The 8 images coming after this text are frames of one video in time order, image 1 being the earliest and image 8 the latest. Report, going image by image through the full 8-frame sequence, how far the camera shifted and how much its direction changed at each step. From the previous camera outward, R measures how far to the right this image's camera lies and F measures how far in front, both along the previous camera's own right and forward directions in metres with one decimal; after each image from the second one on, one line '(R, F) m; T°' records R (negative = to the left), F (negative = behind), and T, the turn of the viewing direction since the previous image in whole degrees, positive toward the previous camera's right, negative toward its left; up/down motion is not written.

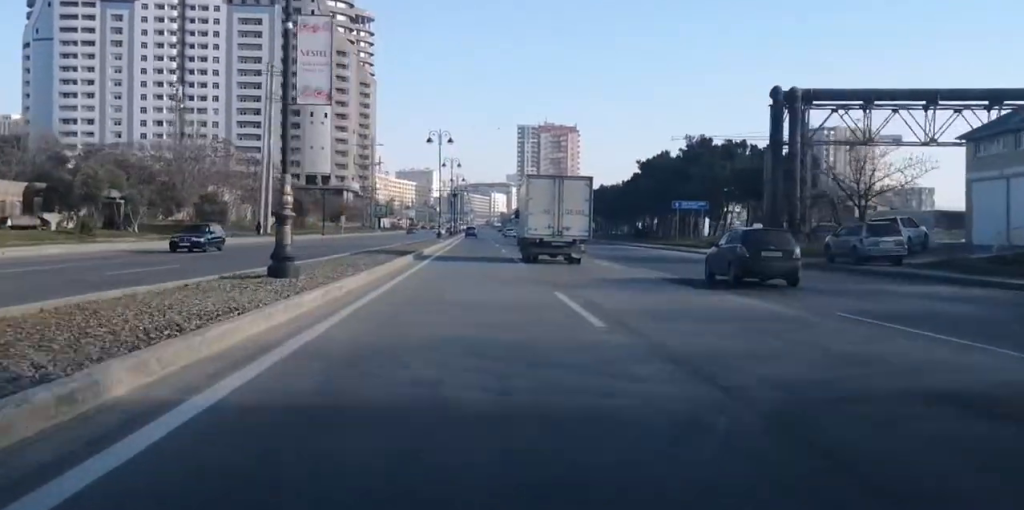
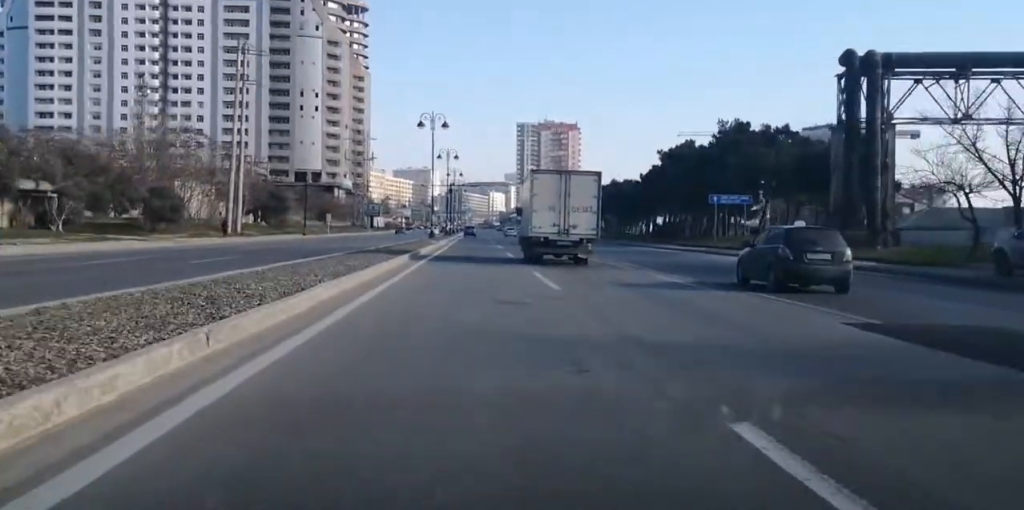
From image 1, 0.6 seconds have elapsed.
(0.0, +12.9) m; 0°
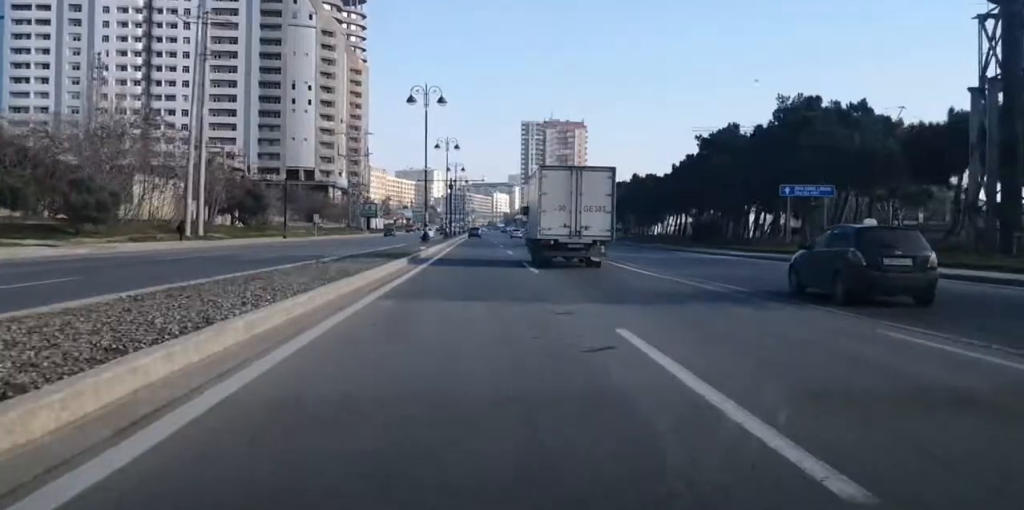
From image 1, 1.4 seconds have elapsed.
(+0.1, +14.9) m; -1°
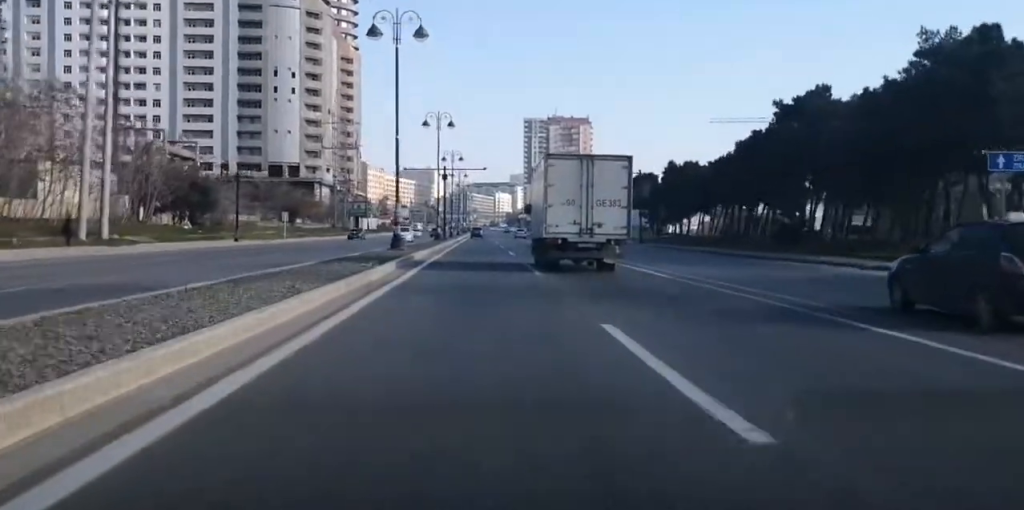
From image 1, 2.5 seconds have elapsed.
(-0.5, +21.5) m; 0°
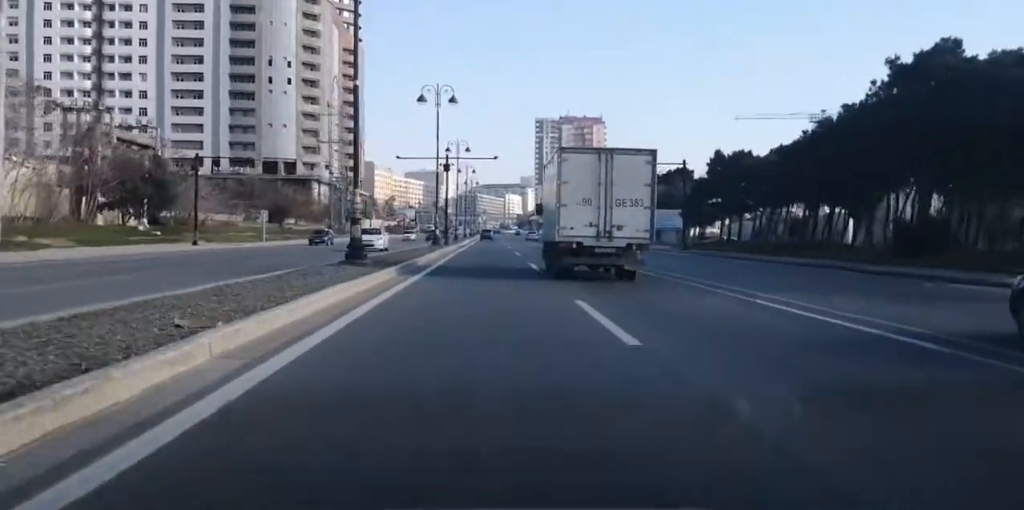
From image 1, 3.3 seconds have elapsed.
(+0.3, +15.2) m; +1°
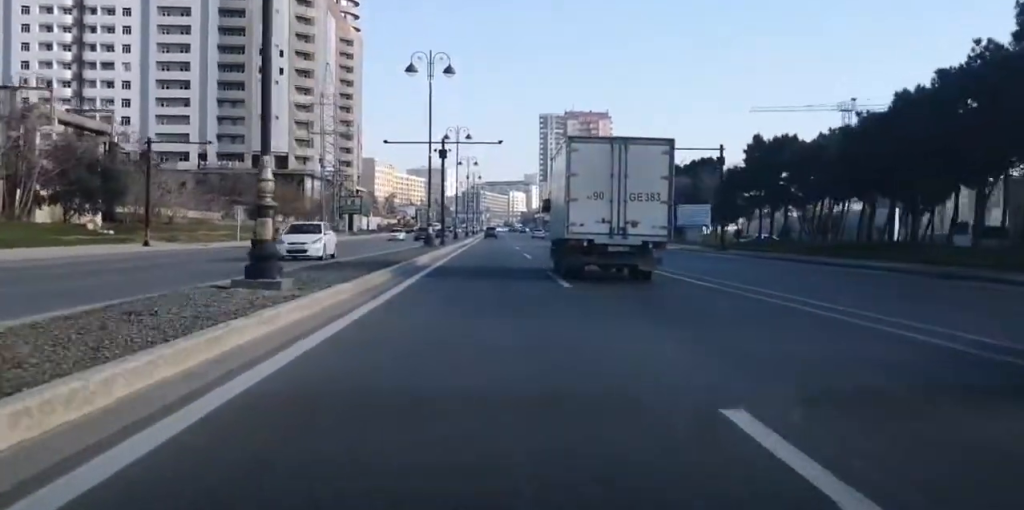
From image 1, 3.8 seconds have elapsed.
(0.0, +10.4) m; 0°
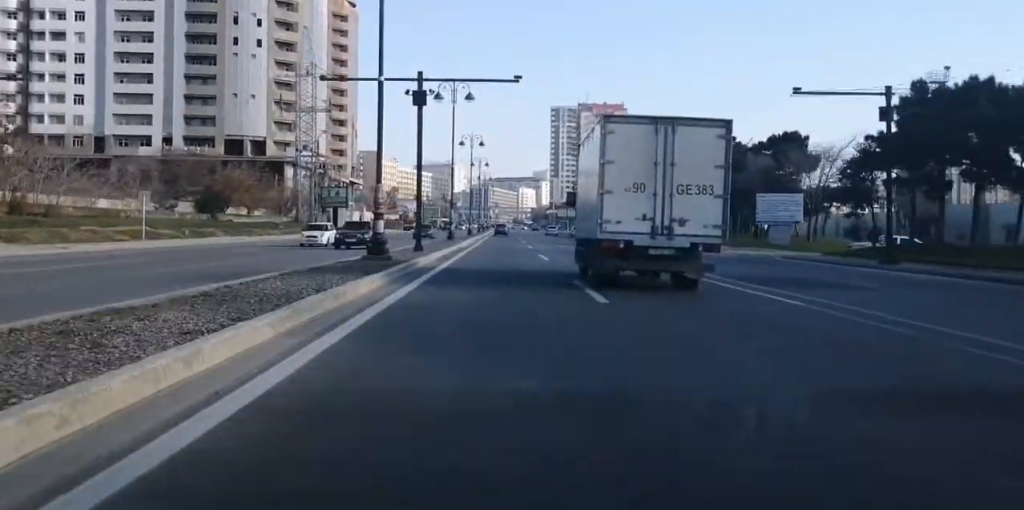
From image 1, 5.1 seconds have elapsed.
(-0.2, +24.7) m; +1°
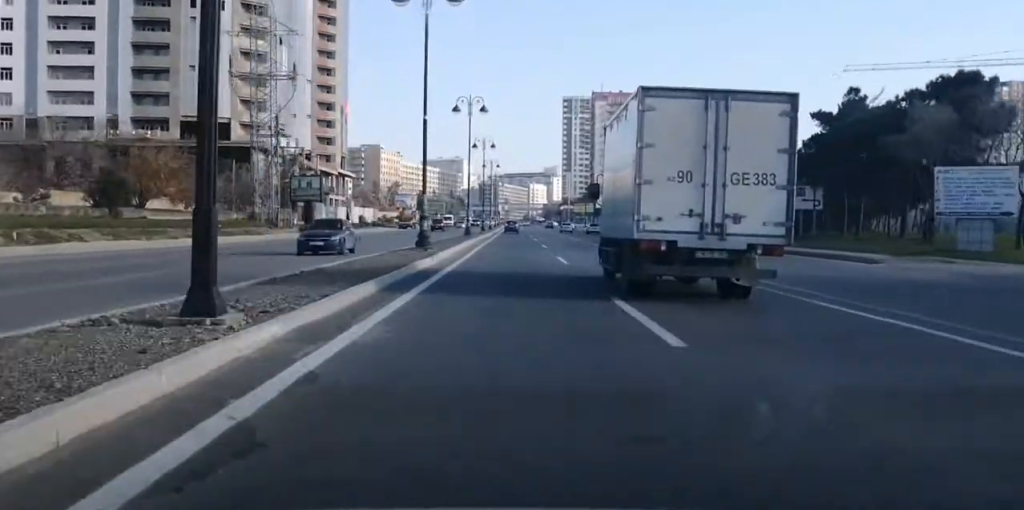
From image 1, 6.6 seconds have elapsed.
(+0.6, +25.8) m; +1°
